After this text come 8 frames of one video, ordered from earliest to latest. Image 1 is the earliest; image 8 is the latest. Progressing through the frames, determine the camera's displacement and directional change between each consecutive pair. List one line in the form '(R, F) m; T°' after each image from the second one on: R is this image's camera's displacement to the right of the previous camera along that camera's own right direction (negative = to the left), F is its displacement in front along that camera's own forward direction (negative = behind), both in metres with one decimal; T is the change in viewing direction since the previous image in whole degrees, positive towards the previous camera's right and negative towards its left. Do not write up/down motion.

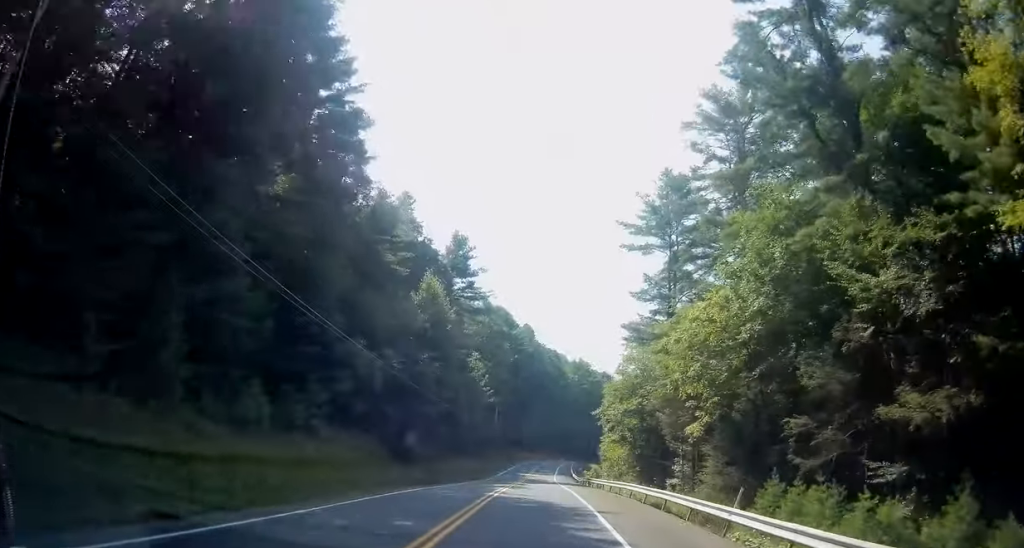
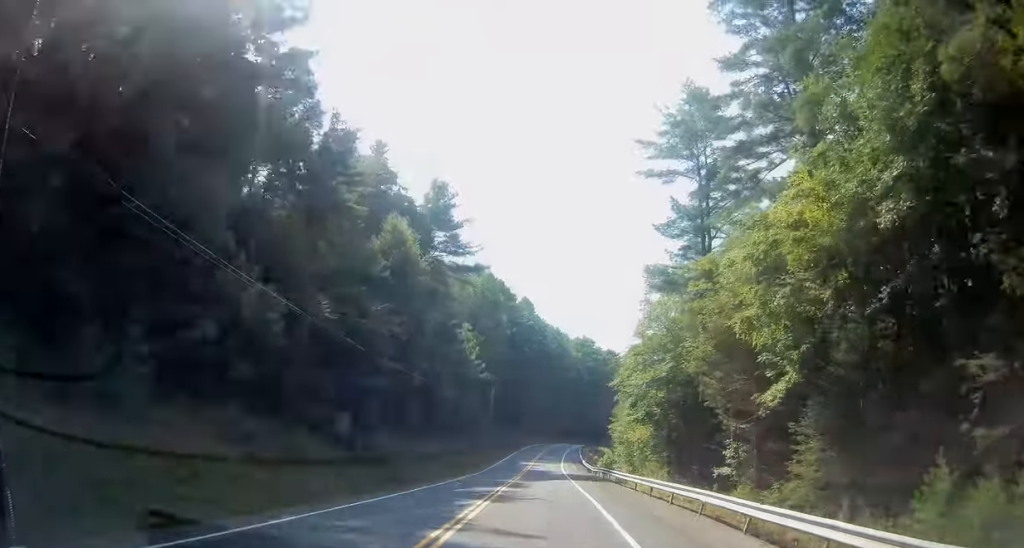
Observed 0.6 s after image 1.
(0.0, +12.6) m; 0°
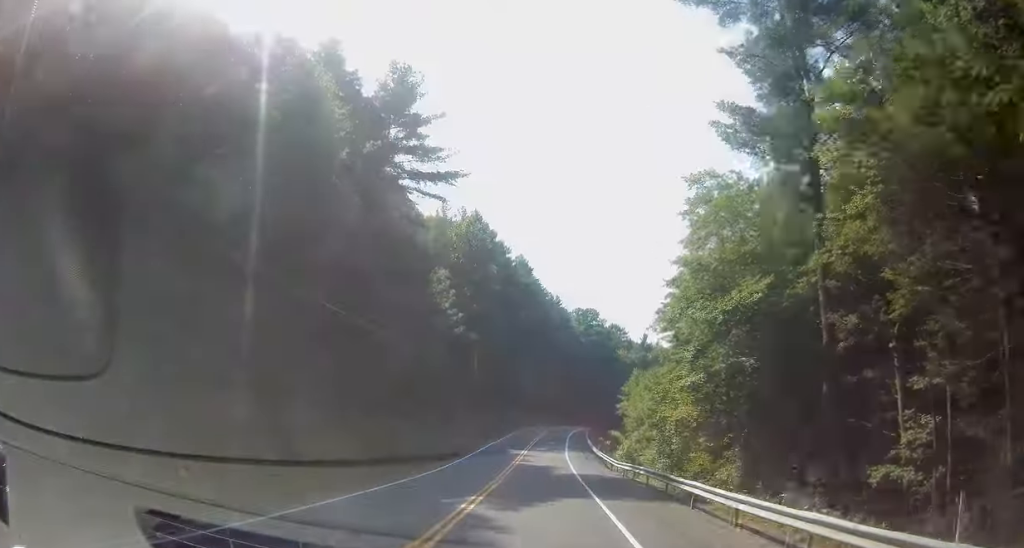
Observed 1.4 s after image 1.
(0.0, +18.6) m; 0°
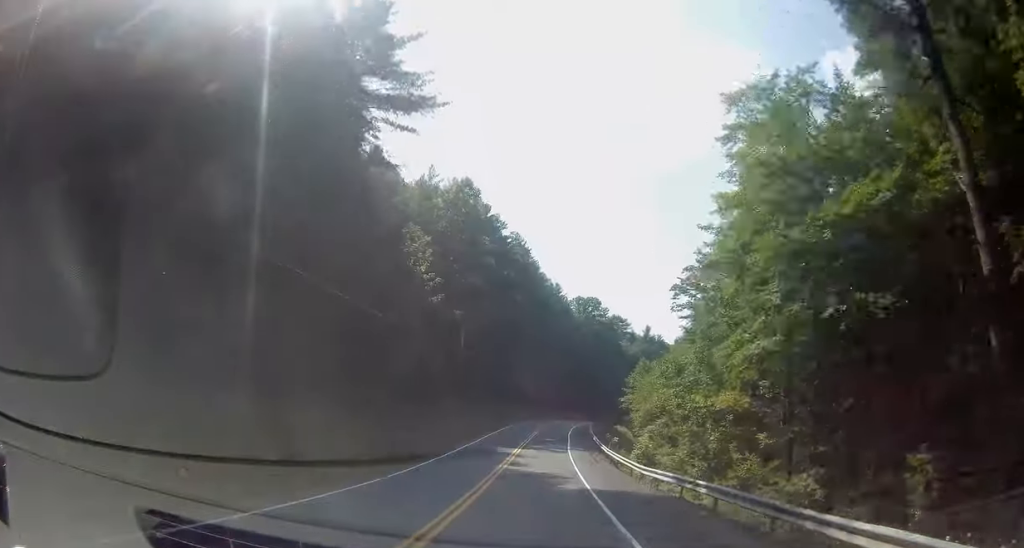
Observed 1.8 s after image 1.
(0.0, +9.8) m; 0°
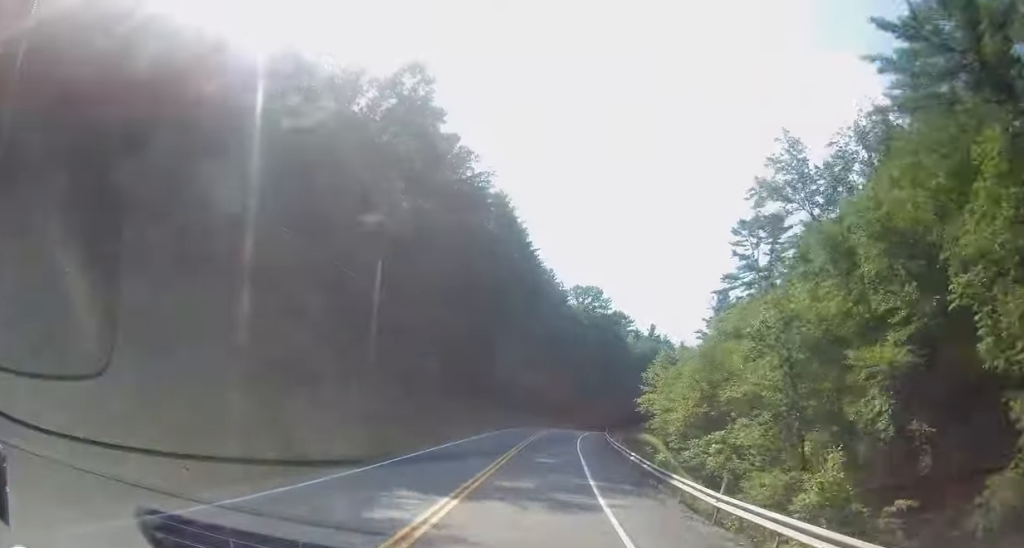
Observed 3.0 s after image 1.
(-0.1, +27.0) m; 0°
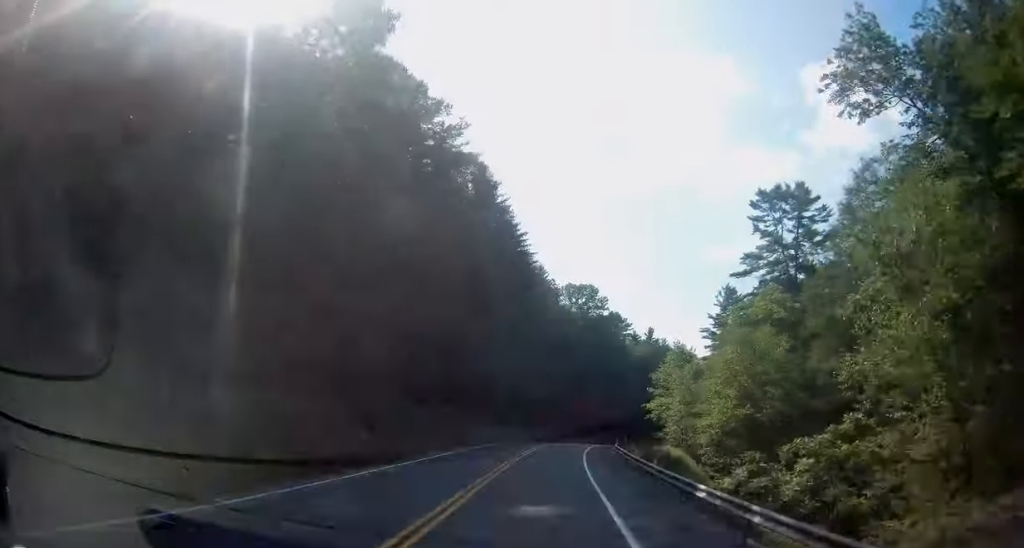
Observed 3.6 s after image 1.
(+0.1, +13.9) m; +1°
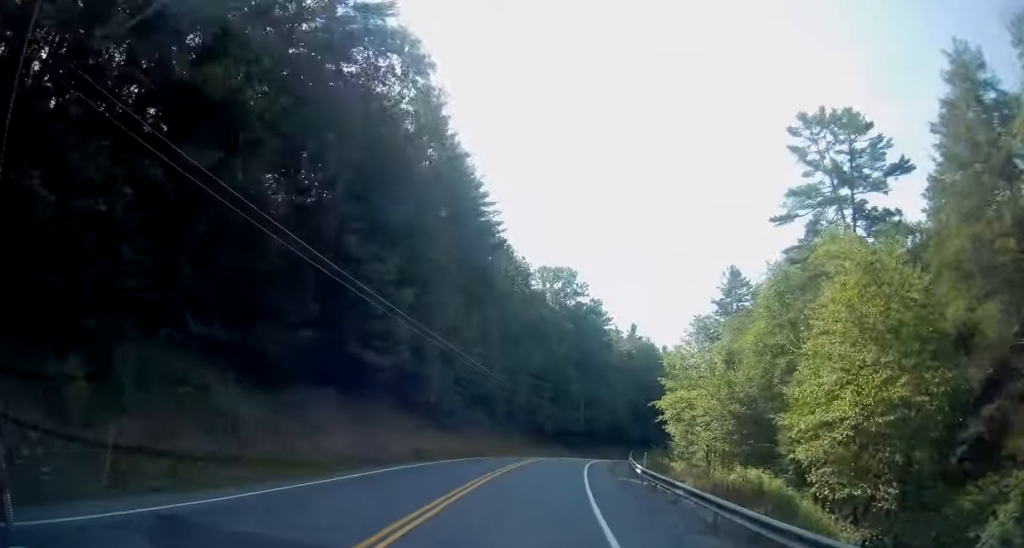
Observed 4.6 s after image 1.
(+0.3, +22.4) m; +2°
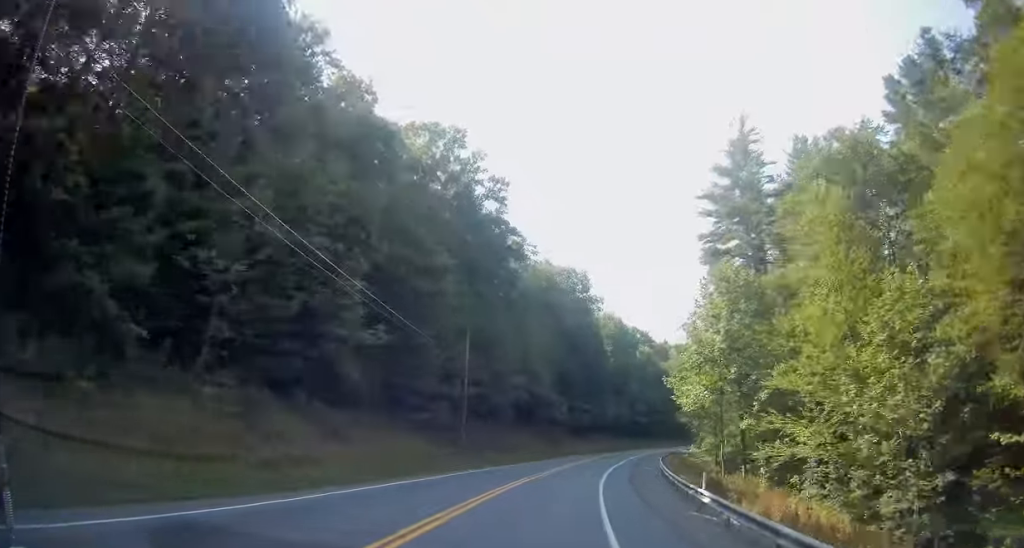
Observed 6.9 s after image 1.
(+3.4, +52.0) m; +10°
